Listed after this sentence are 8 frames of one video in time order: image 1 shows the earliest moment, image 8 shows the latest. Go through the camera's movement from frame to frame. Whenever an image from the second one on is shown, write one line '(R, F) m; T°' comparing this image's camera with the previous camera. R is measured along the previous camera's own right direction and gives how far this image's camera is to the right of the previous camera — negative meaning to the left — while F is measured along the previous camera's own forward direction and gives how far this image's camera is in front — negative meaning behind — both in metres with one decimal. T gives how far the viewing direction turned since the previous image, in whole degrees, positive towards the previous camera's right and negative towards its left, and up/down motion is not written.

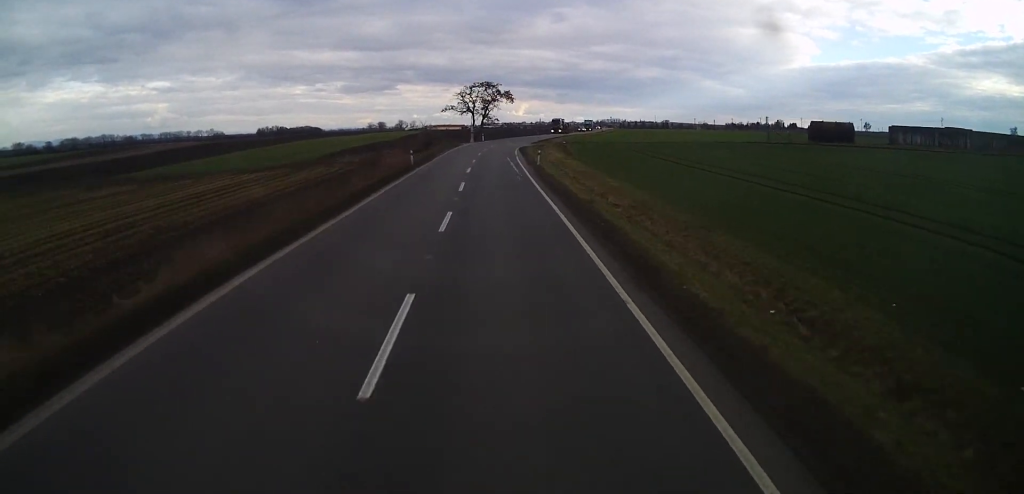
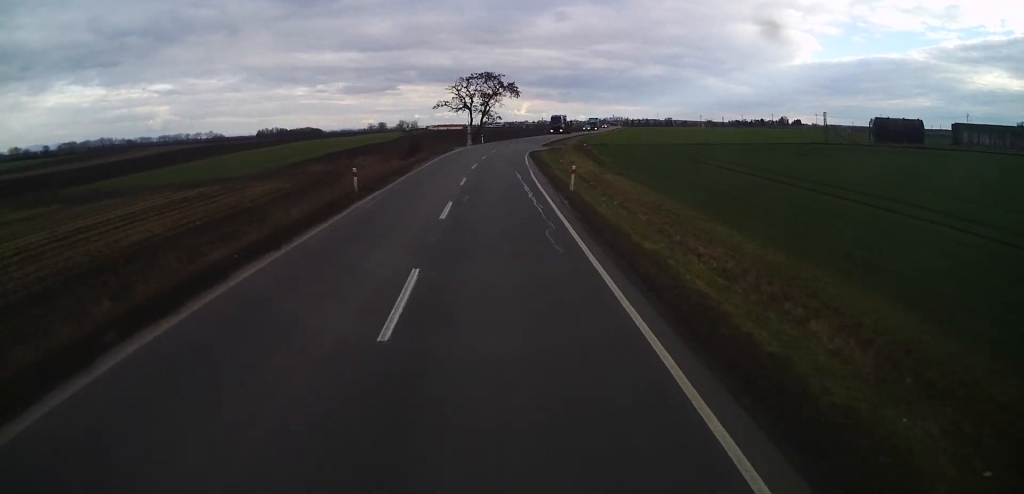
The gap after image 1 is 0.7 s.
(-0.2, +16.5) m; -2°
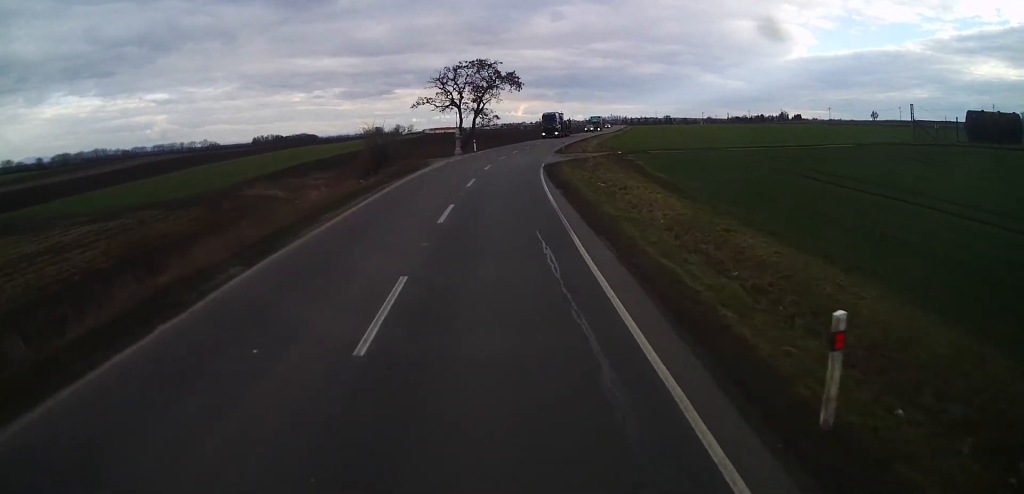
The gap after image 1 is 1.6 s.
(-0.3, +18.6) m; -1°
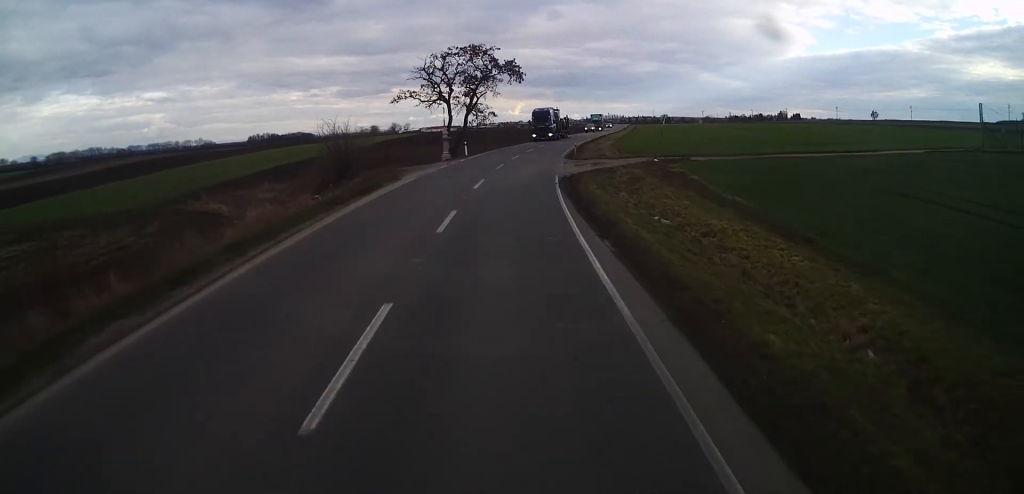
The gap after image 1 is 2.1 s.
(-0.3, +11.1) m; 0°
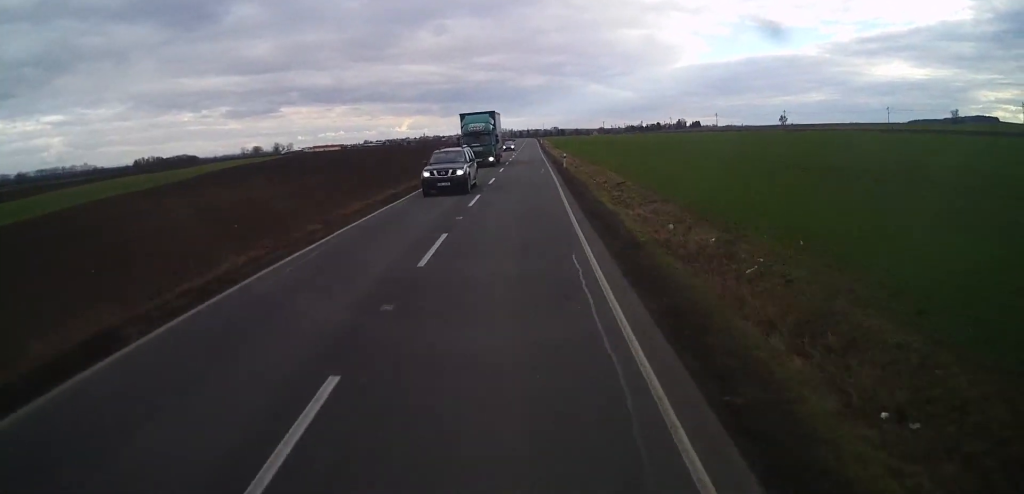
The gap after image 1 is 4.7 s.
(+2.7, +57.0) m; +7°
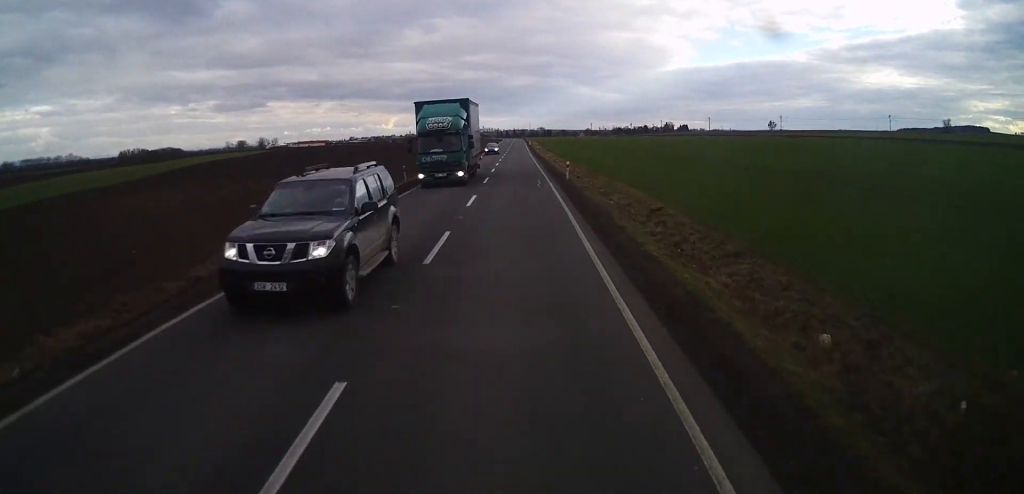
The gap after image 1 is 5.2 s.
(+0.2, +9.1) m; +2°
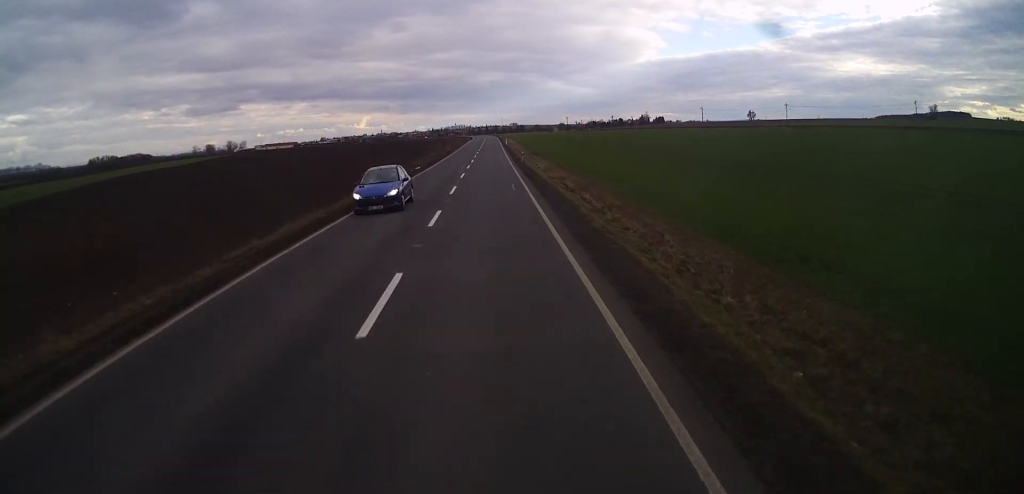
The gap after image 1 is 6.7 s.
(+1.1, +30.7) m; +4°
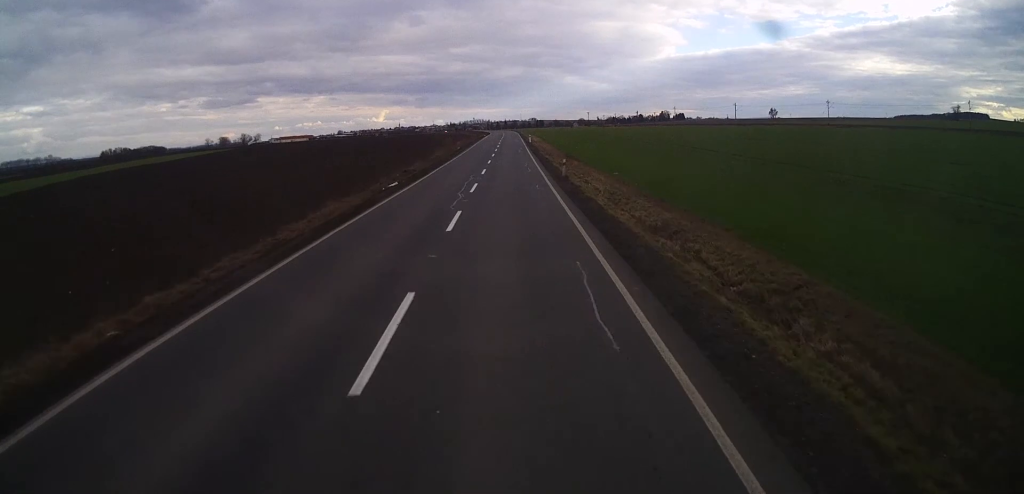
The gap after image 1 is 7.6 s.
(+0.5, +19.1) m; +2°
